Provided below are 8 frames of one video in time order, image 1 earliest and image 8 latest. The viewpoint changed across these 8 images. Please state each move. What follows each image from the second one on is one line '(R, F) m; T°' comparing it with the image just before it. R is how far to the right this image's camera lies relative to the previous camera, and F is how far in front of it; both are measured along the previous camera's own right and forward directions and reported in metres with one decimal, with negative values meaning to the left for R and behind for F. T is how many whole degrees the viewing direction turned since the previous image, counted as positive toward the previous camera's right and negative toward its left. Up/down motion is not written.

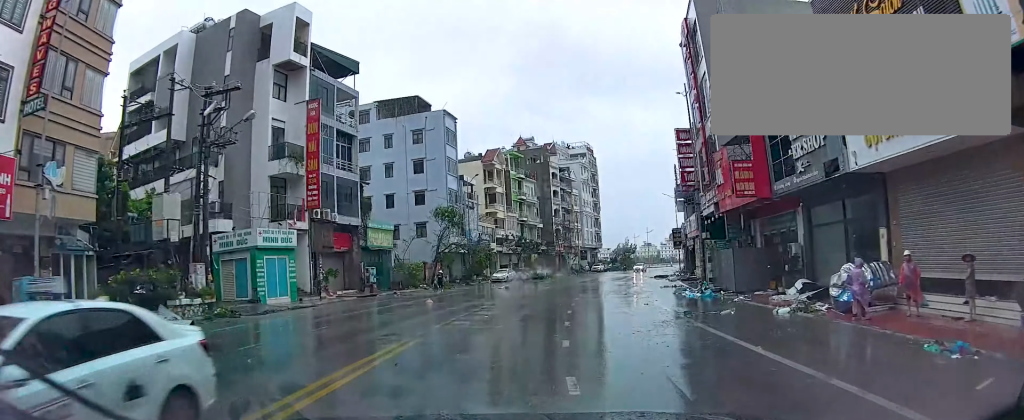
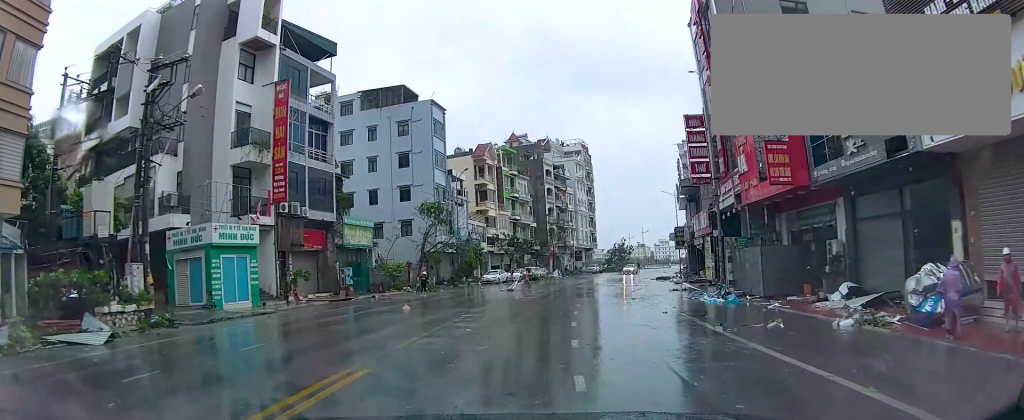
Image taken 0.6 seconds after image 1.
(-0.5, +3.9) m; 0°
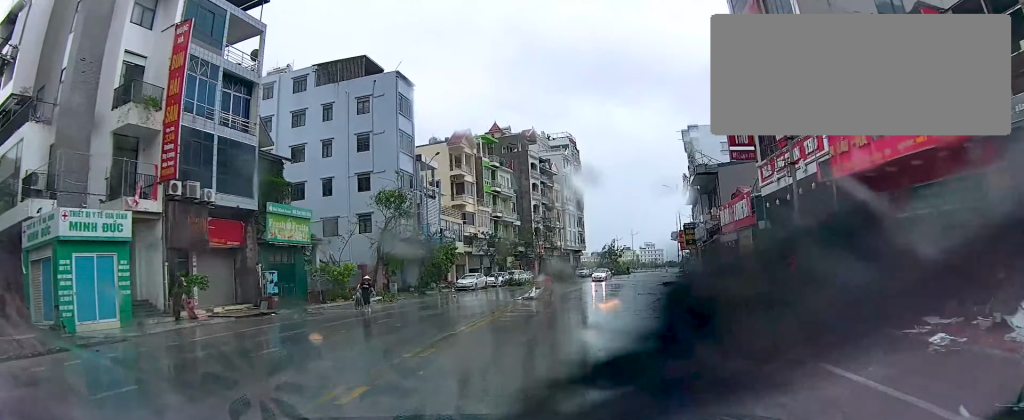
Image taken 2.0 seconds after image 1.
(+1.1, +9.1) m; +4°
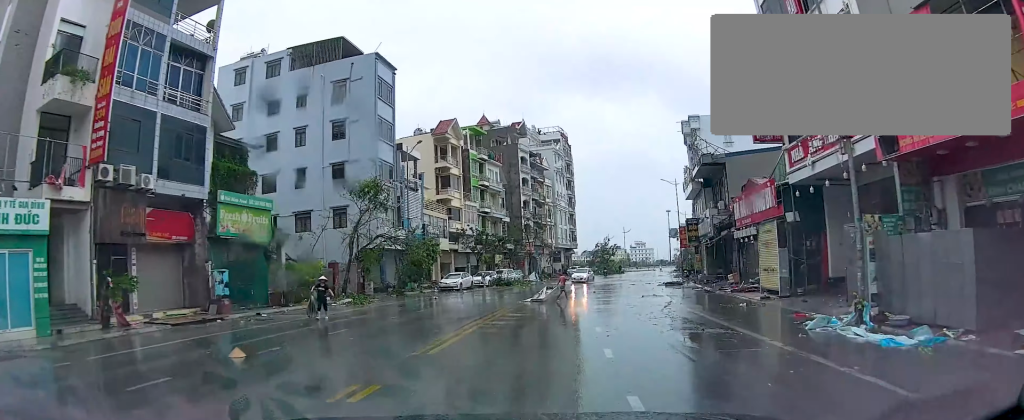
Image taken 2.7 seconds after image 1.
(+0.1, +4.0) m; -4°
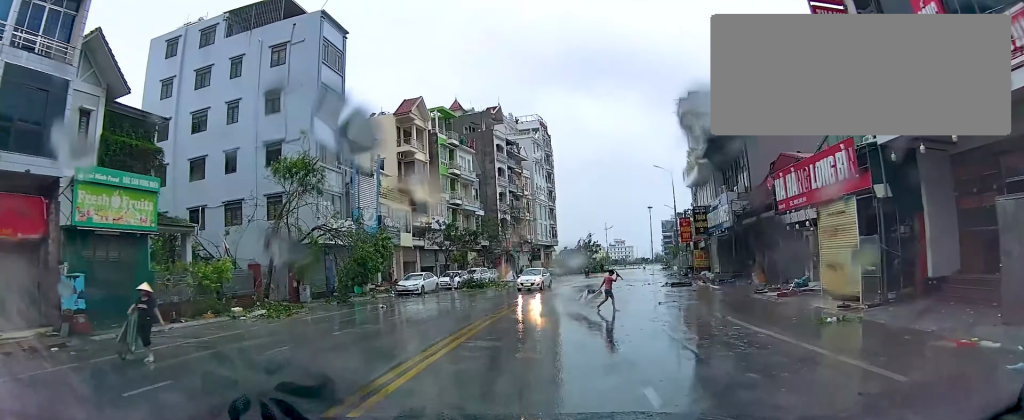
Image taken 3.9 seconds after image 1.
(-0.4, +8.0) m; +5°
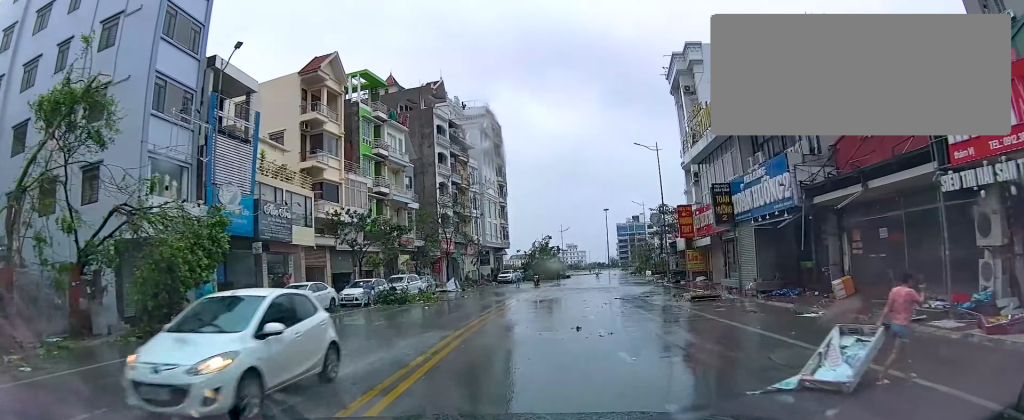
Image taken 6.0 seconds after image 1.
(+2.3, +13.1) m; +11°
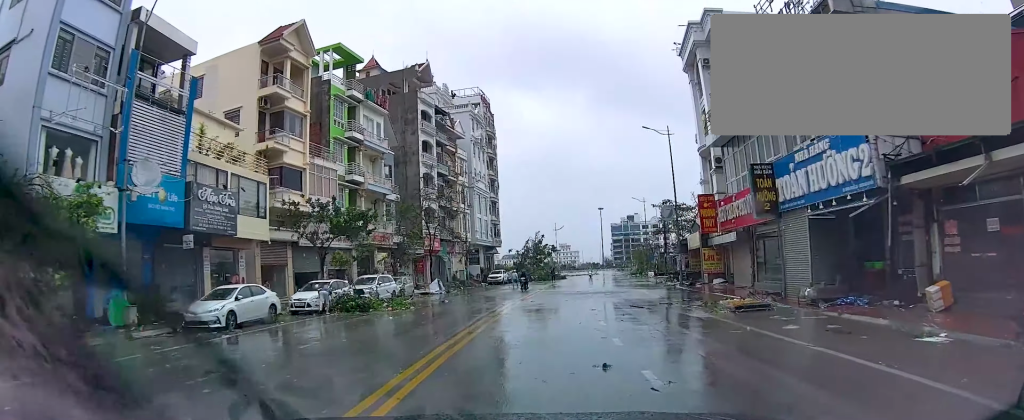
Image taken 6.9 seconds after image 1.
(-0.3, +5.9) m; 0°
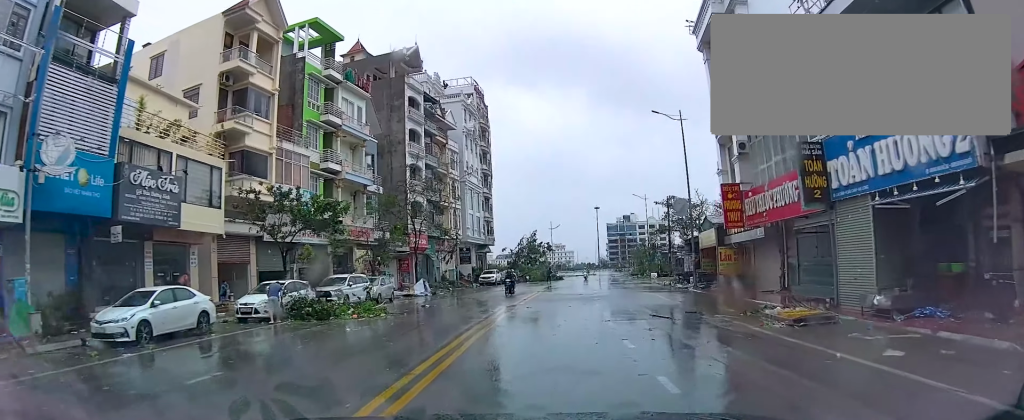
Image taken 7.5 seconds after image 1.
(+0.5, +4.5) m; 0°
